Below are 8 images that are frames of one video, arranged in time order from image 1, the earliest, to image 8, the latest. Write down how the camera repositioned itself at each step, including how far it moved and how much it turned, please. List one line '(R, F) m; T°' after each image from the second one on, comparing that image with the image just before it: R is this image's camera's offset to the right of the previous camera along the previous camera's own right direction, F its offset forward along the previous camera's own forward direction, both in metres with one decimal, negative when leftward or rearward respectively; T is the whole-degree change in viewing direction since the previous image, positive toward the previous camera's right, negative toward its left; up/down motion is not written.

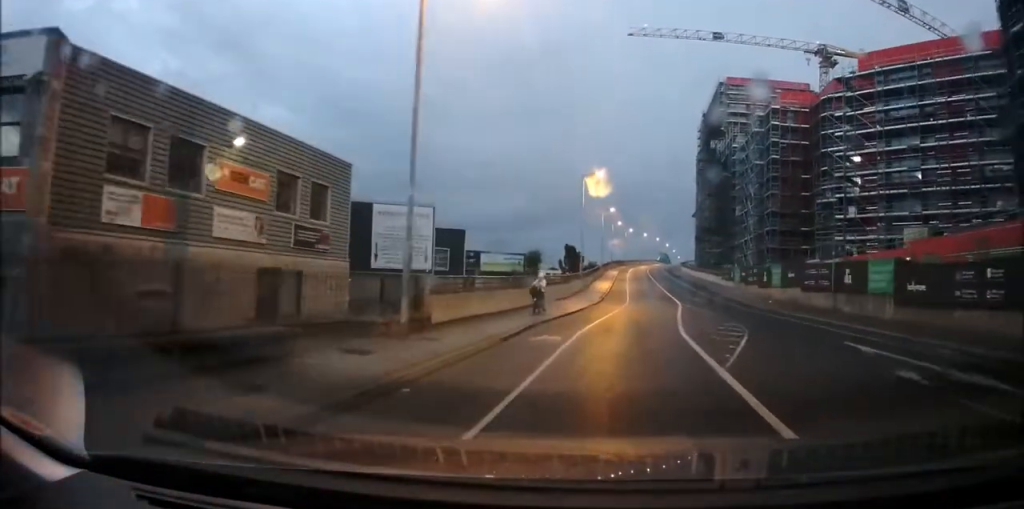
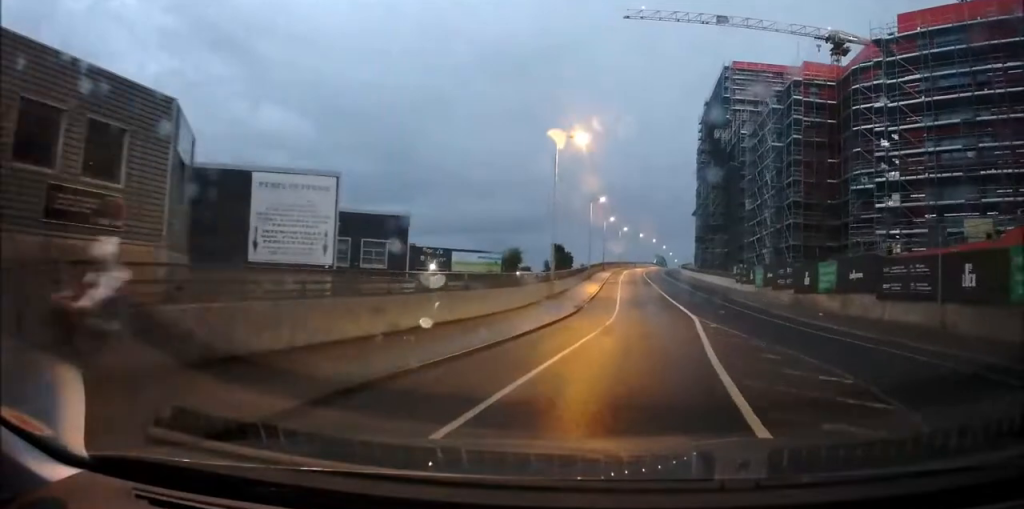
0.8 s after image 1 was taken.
(+0.1, +11.0) m; 0°
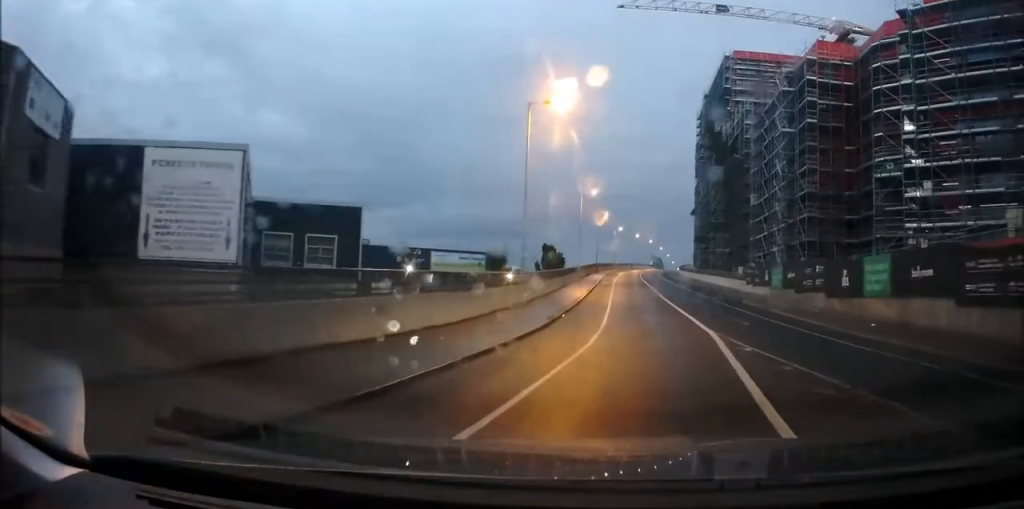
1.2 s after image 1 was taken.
(+0.1, +6.0) m; 0°
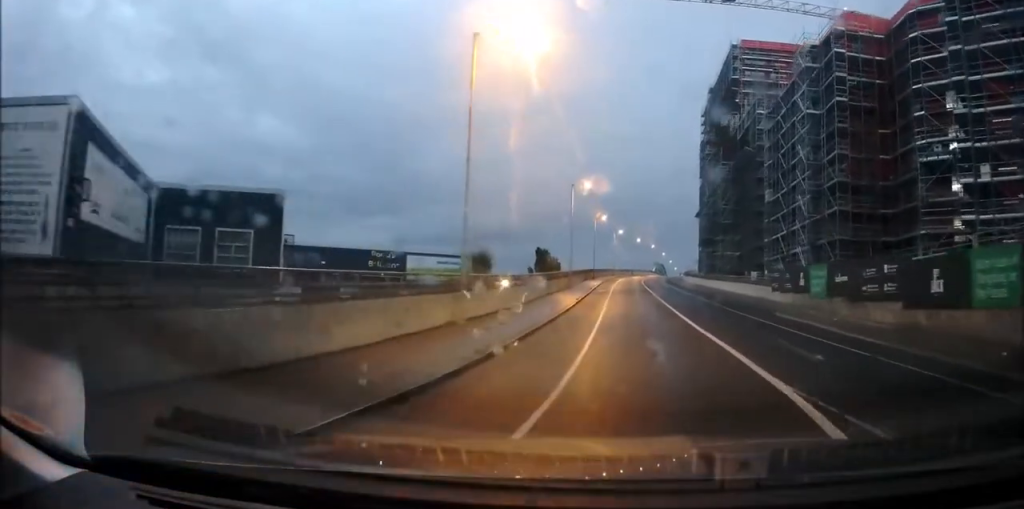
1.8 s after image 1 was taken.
(-0.1, +7.5) m; -1°
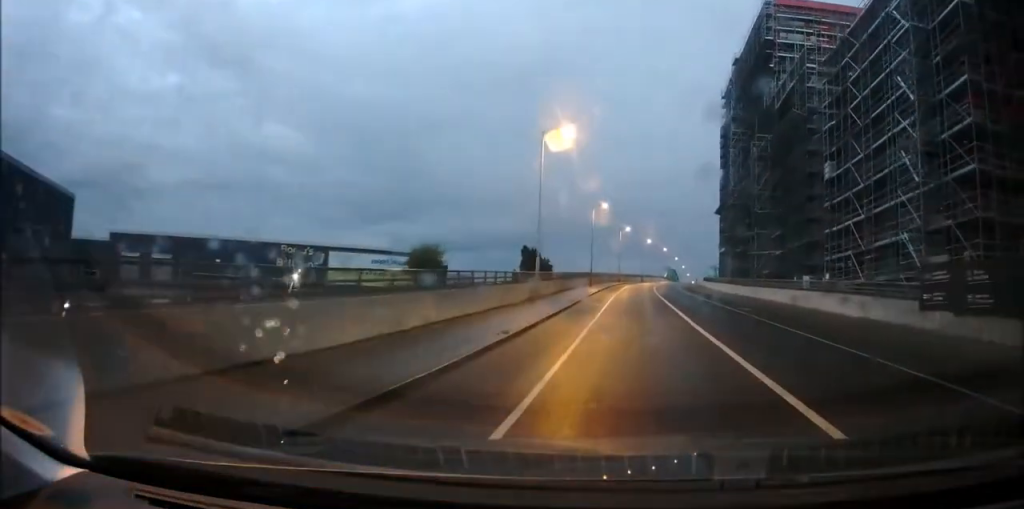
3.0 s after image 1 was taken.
(-0.2, +17.4) m; -1°
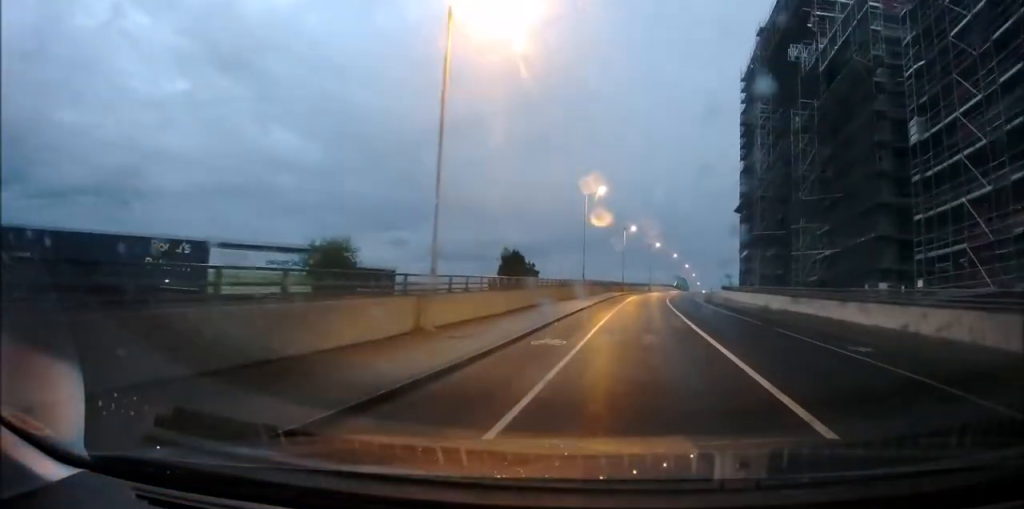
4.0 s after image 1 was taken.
(0.0, +14.5) m; -1°
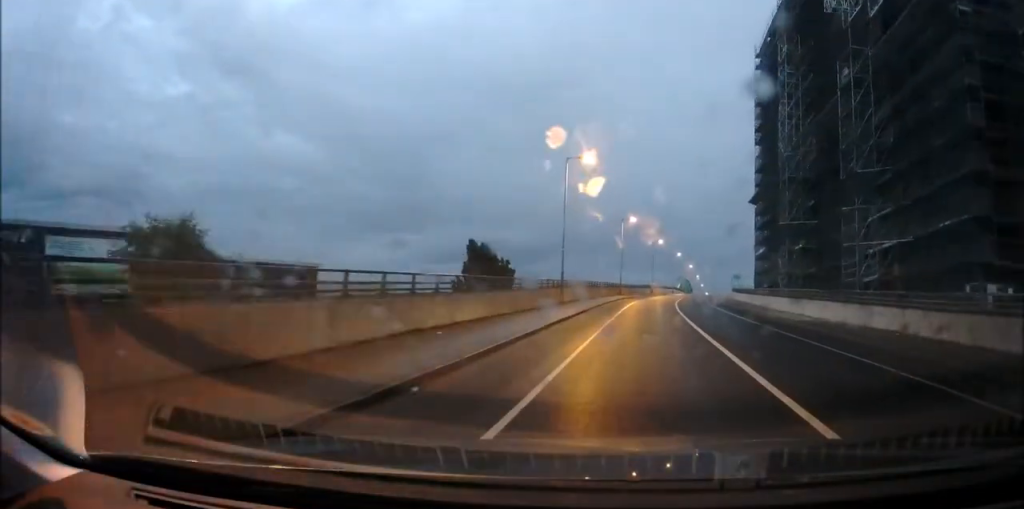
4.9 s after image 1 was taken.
(-0.2, +12.1) m; 0°
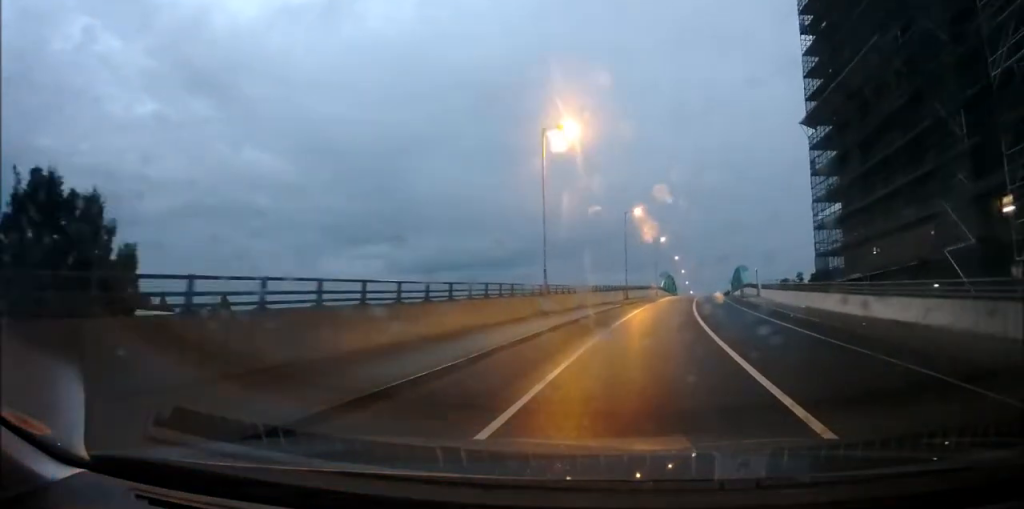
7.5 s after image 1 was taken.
(+0.8, +36.6) m; +4°
